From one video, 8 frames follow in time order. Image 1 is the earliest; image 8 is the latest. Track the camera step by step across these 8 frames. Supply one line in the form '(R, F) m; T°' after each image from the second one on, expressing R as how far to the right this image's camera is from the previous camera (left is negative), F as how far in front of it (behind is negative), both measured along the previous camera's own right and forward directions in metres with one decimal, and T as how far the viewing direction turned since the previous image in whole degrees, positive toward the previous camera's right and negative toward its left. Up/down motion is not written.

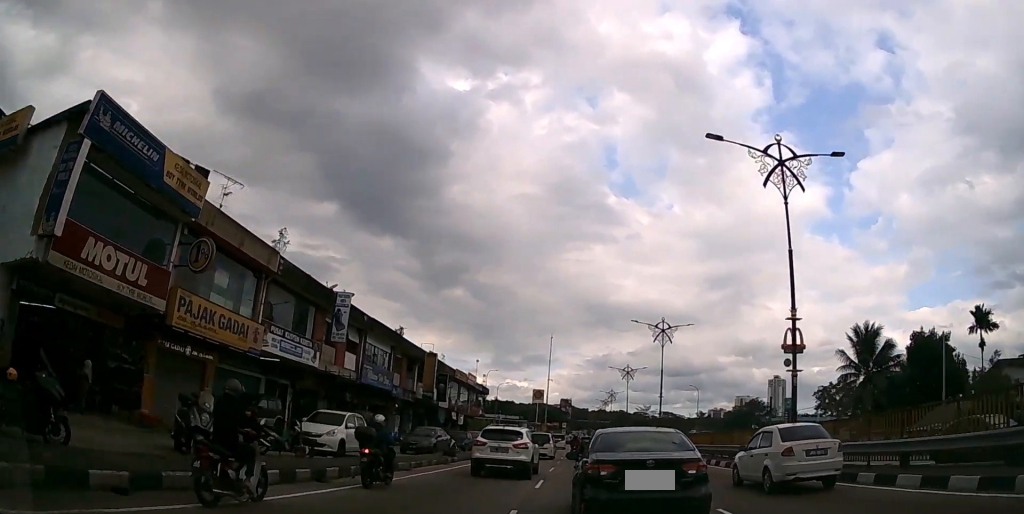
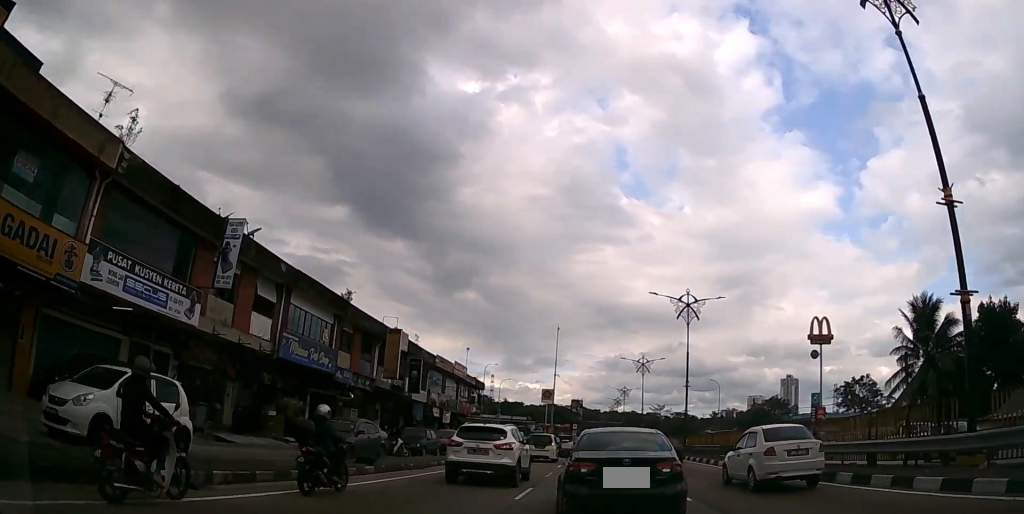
(-0.1, +10.5) m; -1°
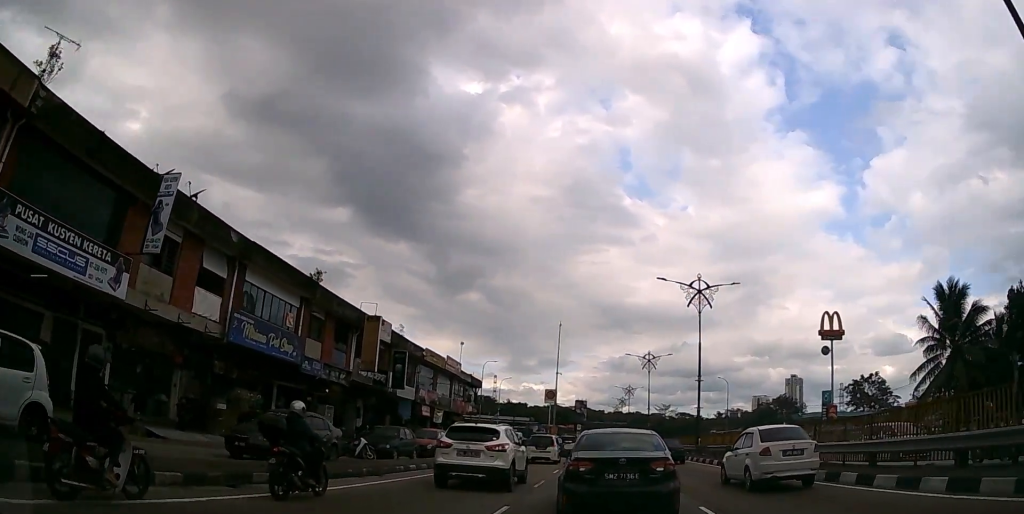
(0.0, +3.8) m; 0°
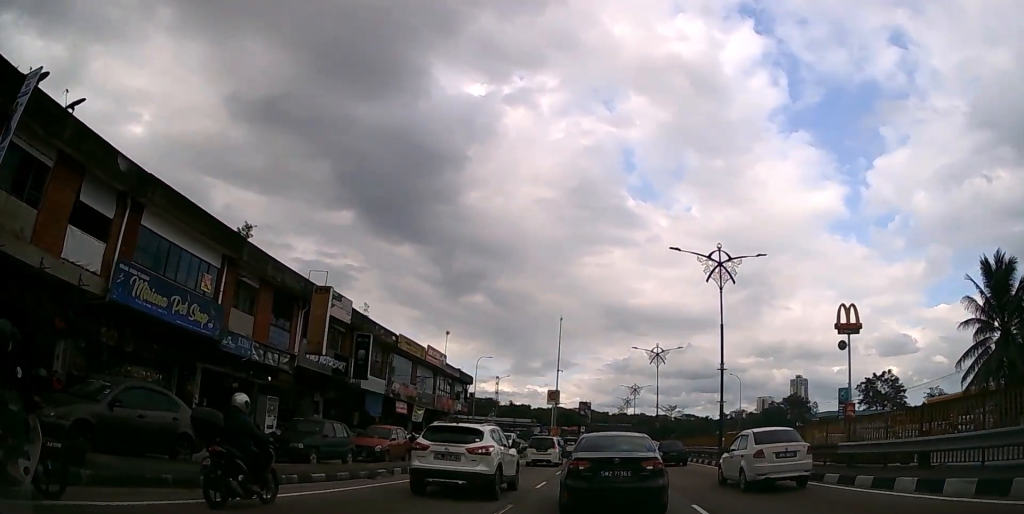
(0.0, +6.8) m; -1°
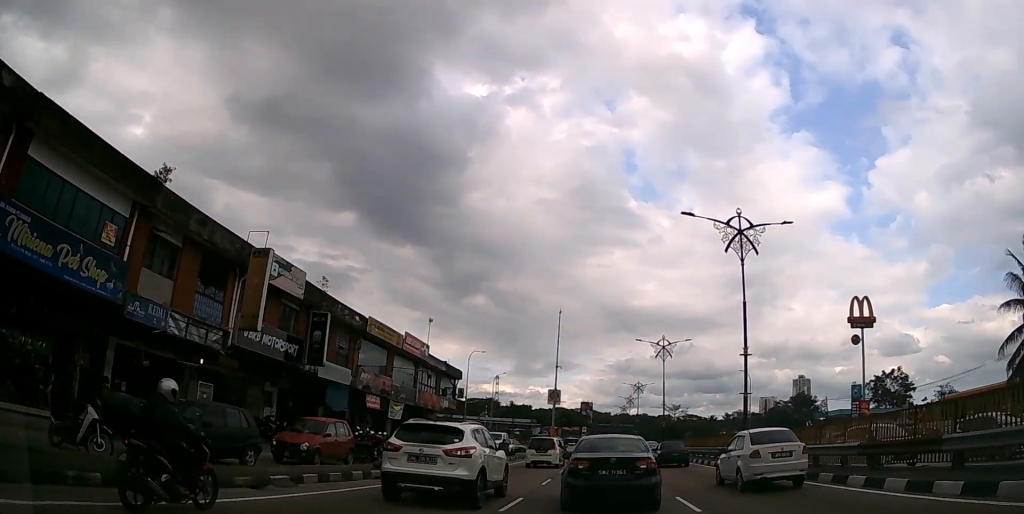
(0.0, +5.4) m; -1°
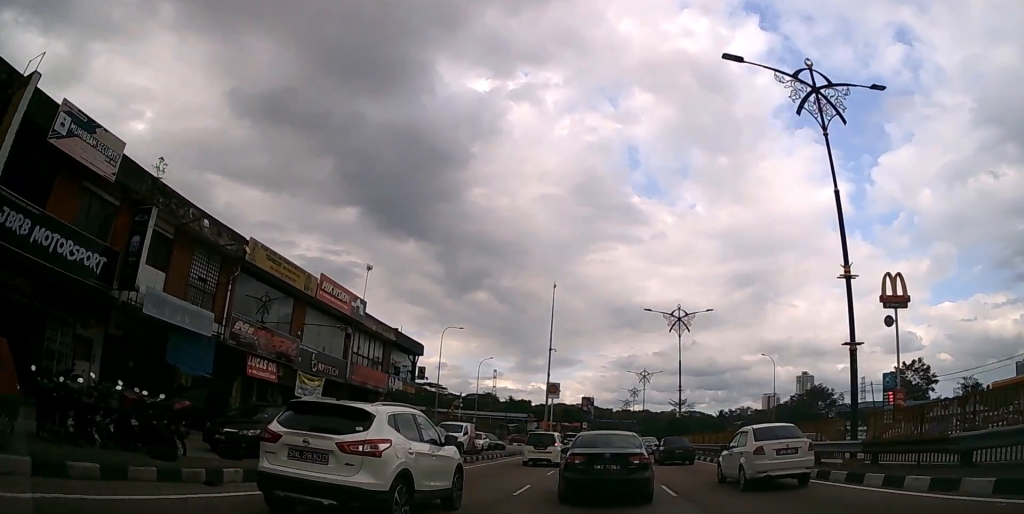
(-0.1, +12.5) m; 0°
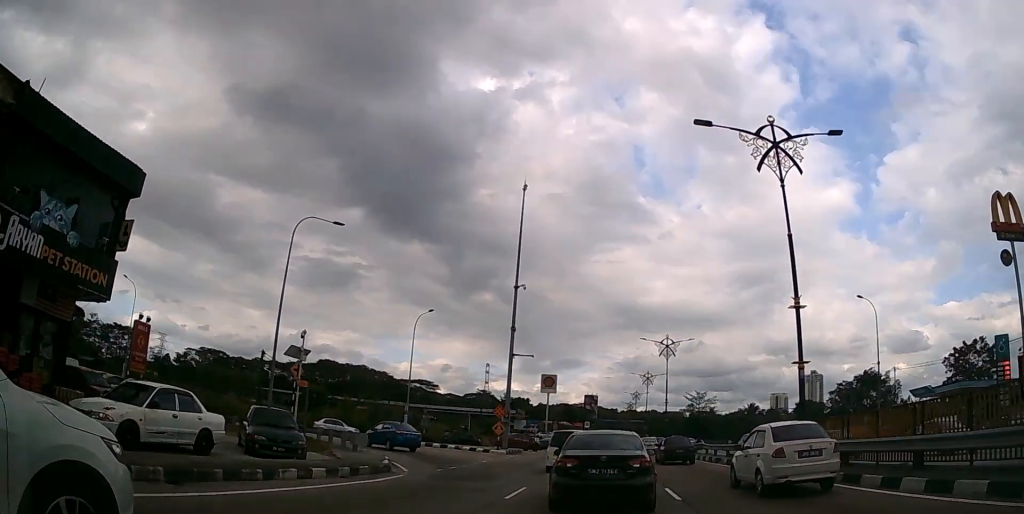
(-0.1, +30.5) m; -1°
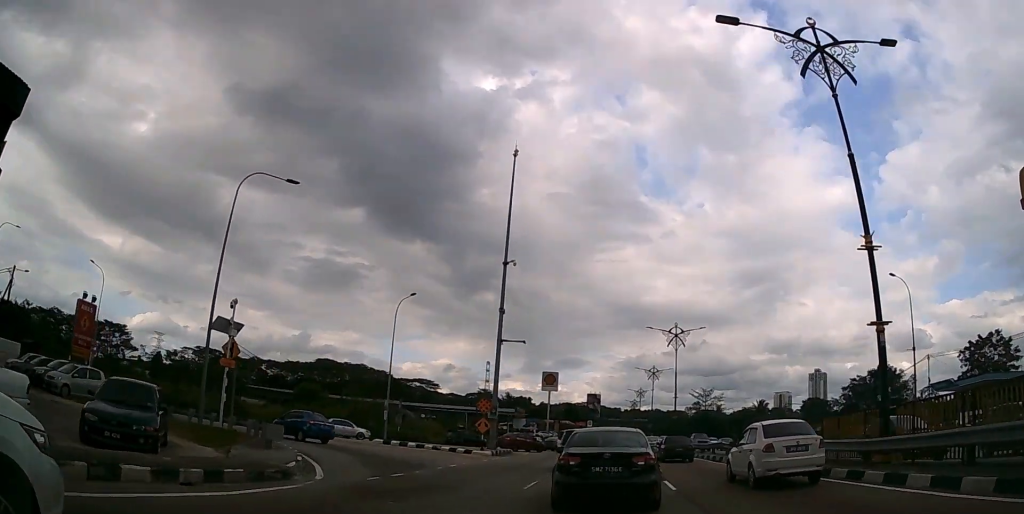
(0.0, +6.2) m; 0°
